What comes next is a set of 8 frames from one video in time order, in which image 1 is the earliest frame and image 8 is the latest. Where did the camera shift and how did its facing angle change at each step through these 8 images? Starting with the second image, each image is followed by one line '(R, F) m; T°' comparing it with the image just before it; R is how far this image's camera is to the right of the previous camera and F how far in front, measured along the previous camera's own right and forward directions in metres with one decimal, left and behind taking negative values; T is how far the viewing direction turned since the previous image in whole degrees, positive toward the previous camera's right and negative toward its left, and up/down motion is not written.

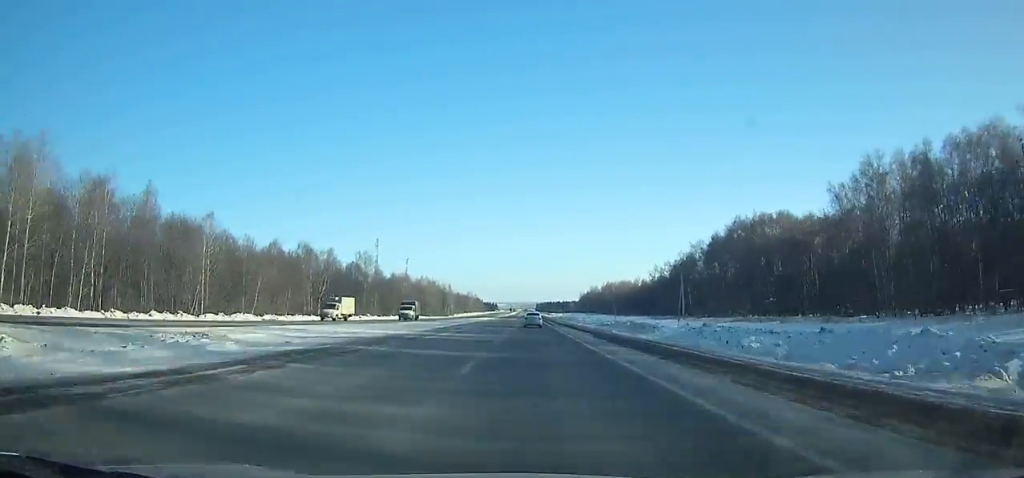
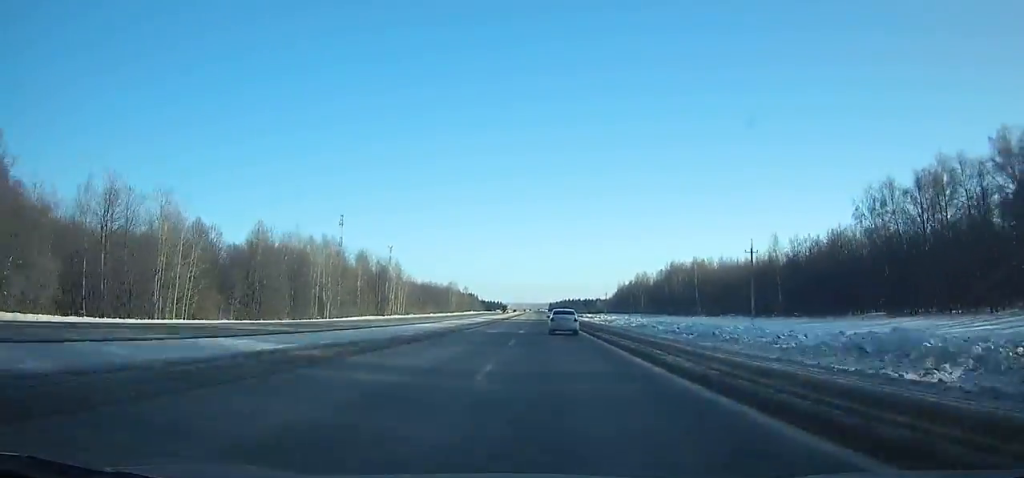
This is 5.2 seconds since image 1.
(-2.3, +166.1) m; -1°
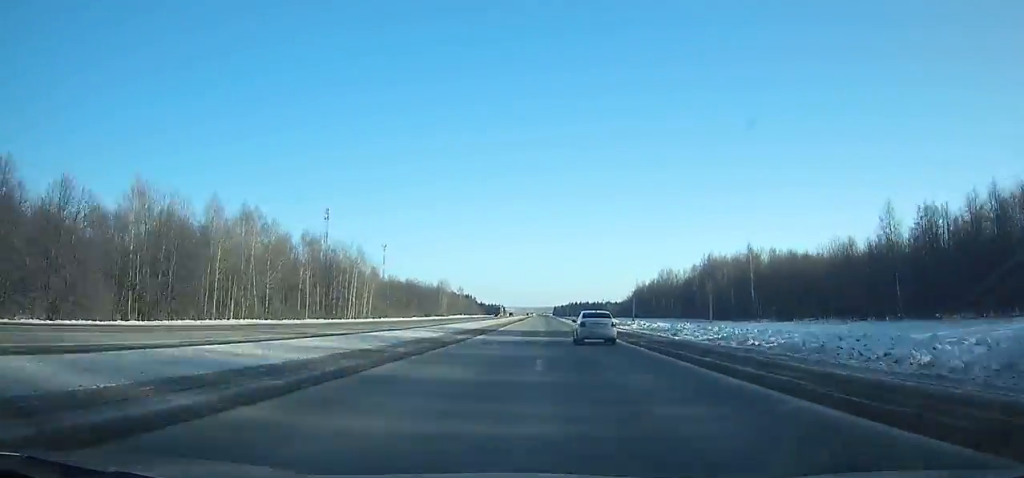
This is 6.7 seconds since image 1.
(-0.1, +47.9) m; 0°
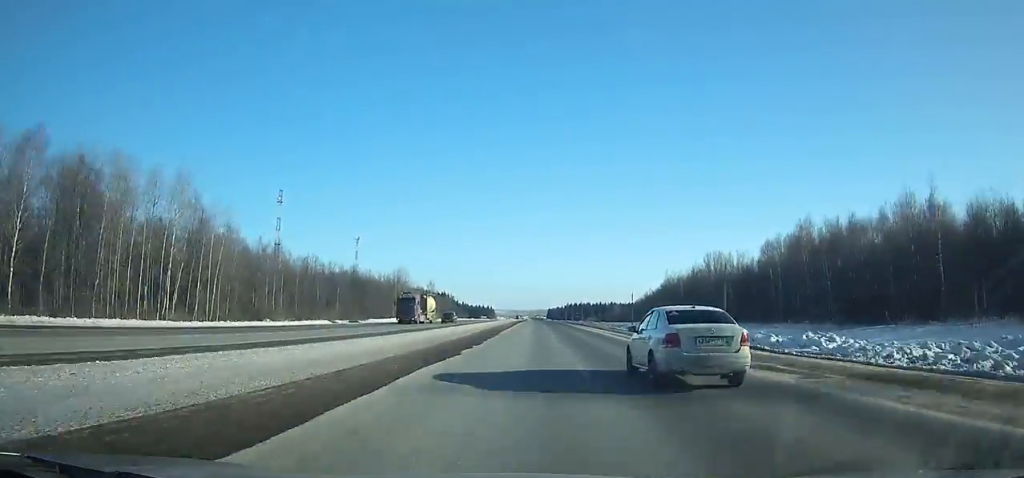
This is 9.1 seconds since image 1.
(-0.3, +74.7) m; 0°
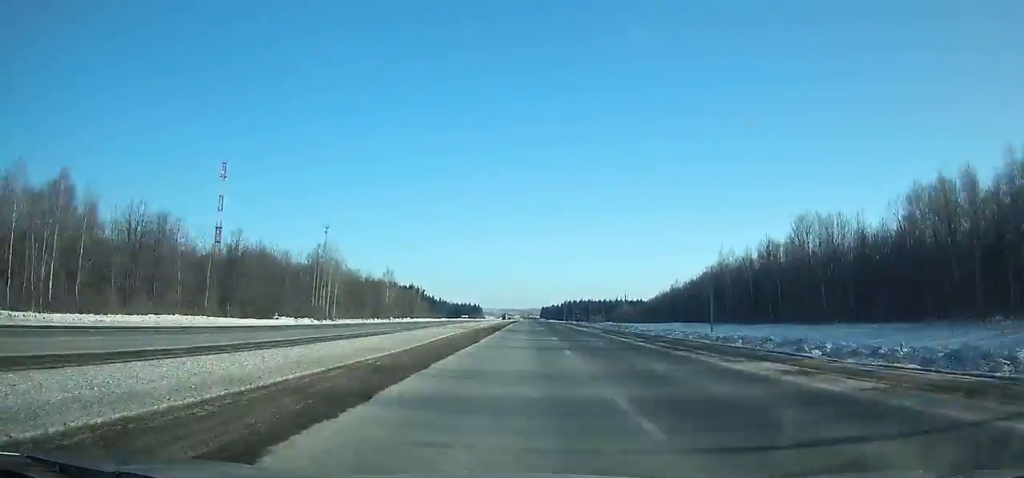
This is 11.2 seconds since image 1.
(+0.5, +64.9) m; +1°
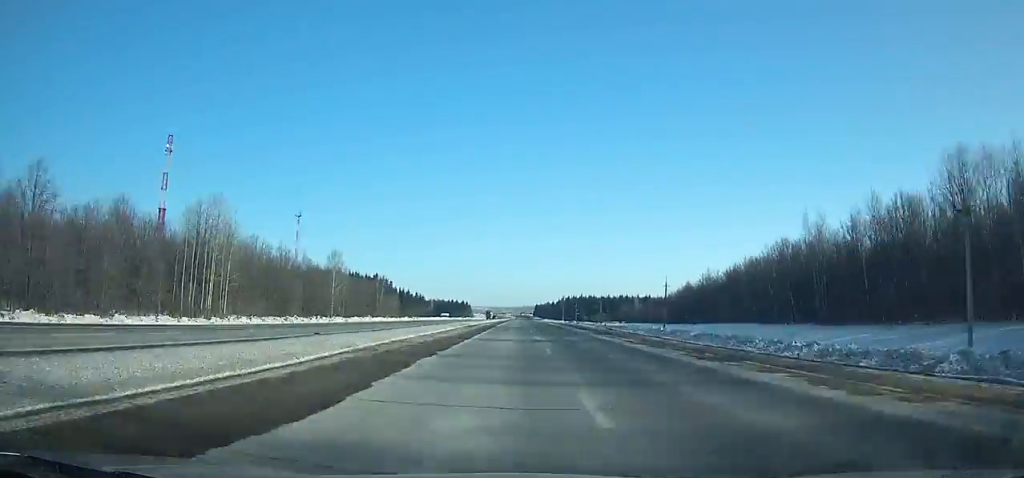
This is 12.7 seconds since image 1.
(+0.1, +45.4) m; 0°
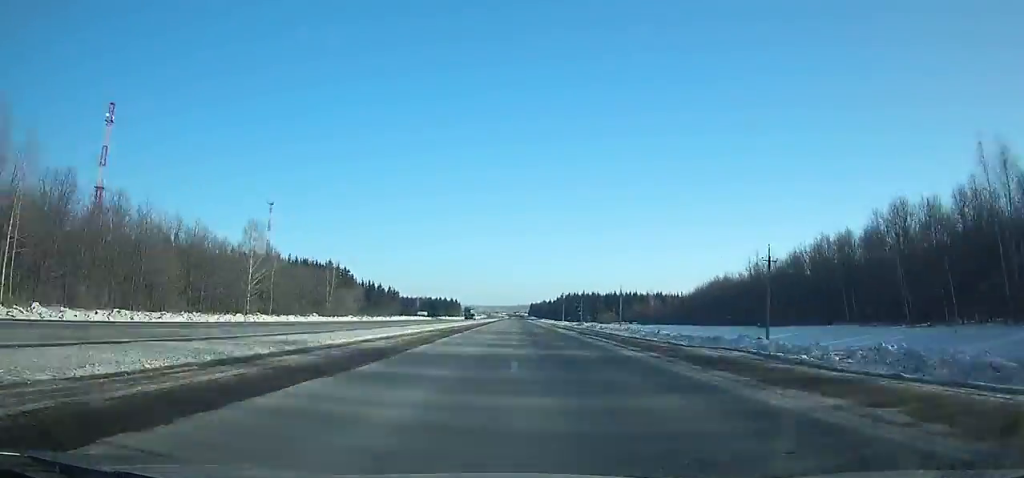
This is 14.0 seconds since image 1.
(+0.2, +37.9) m; 0°
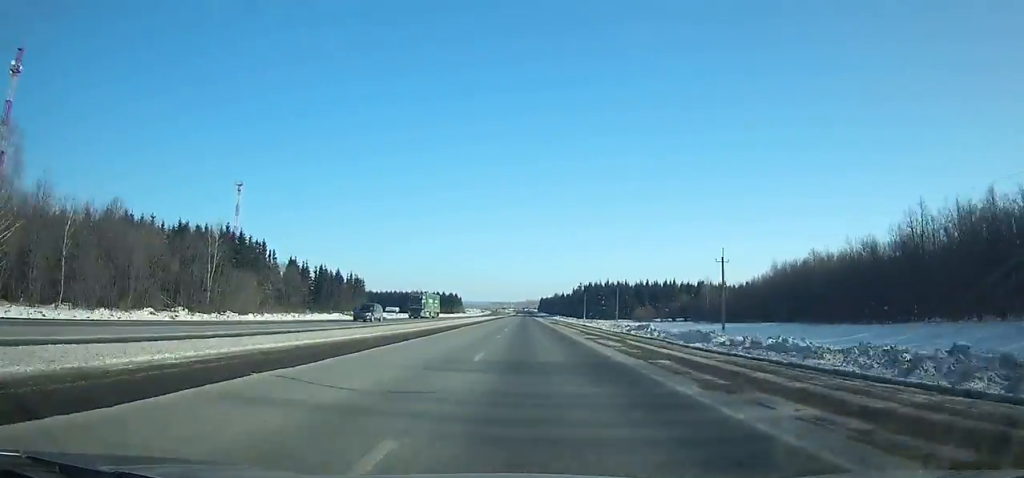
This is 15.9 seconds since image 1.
(+0.2, +55.3) m; 0°
